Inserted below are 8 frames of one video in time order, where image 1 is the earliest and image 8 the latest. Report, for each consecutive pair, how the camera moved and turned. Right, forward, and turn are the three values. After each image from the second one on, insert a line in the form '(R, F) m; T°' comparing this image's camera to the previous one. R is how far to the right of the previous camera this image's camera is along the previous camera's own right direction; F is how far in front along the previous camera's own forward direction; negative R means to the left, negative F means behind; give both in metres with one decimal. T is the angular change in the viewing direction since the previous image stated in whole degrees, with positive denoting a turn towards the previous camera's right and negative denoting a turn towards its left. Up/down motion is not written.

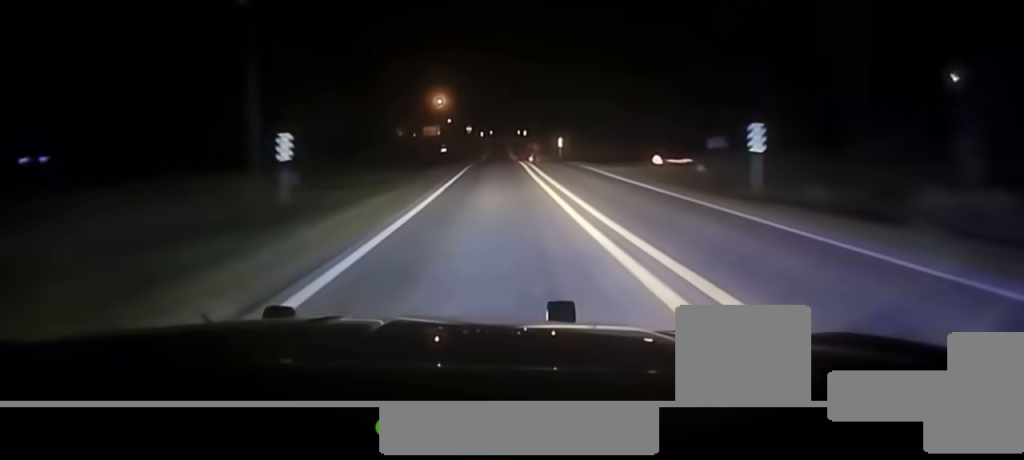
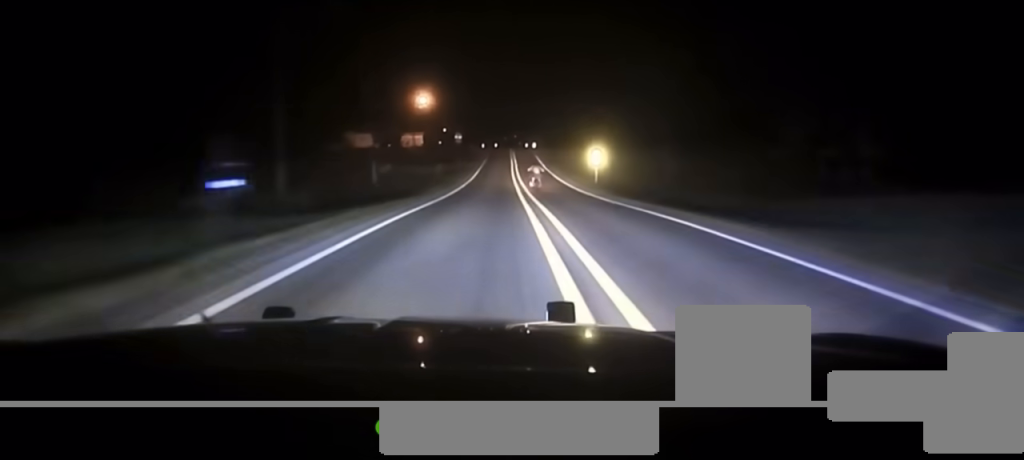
(+0.1, +38.7) m; 0°
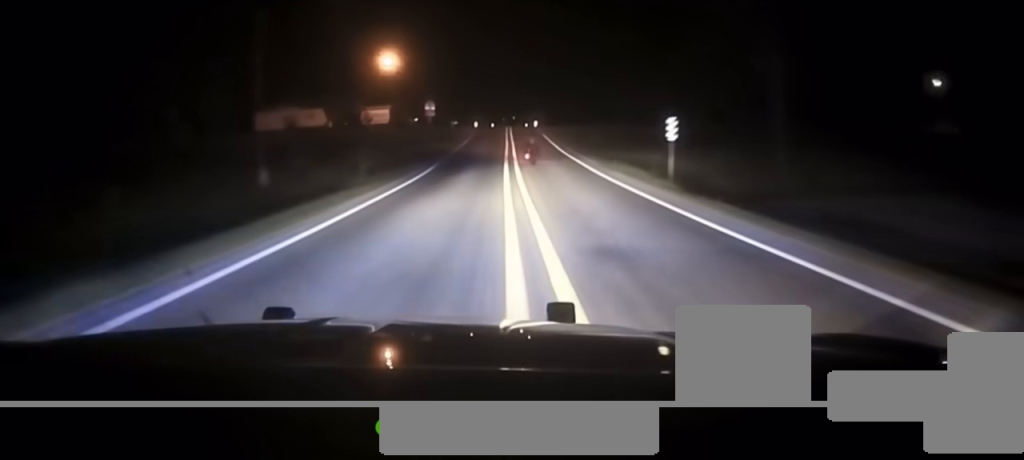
(-0.1, +33.6) m; 0°
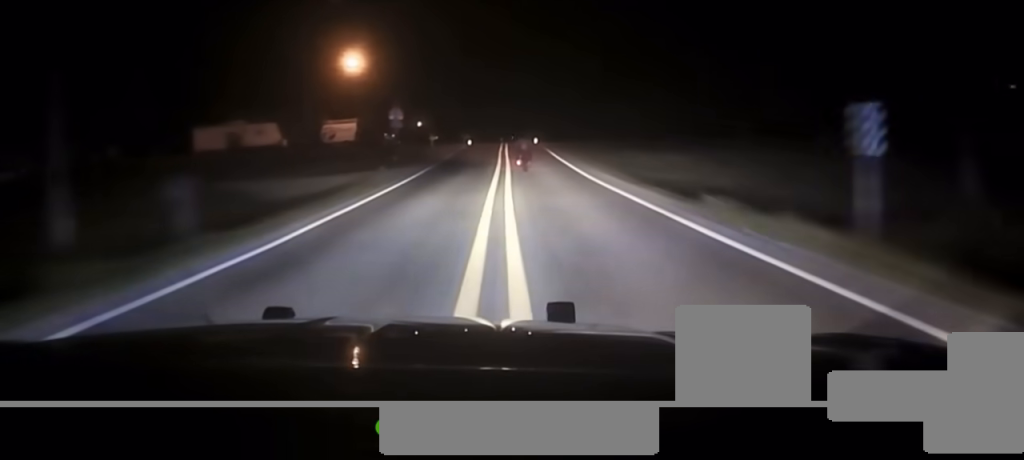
(0.0, +21.0) m; 0°
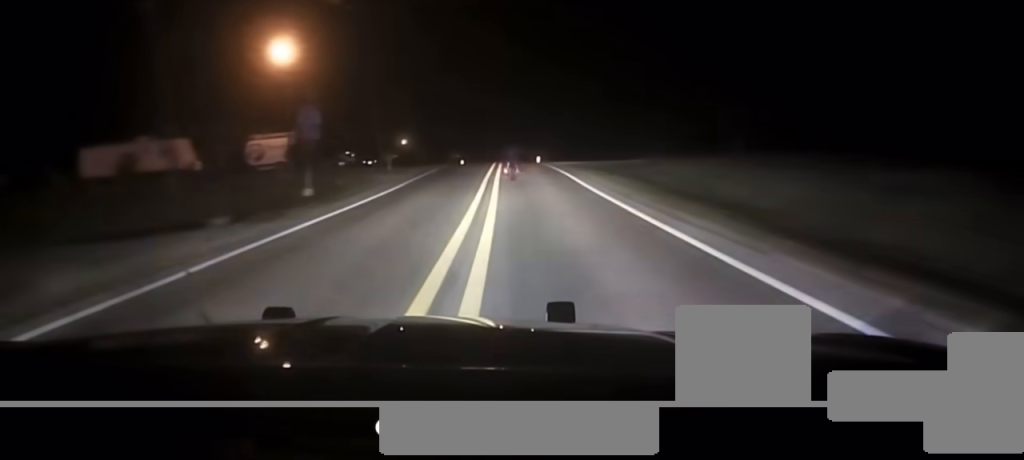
(+0.1, +25.9) m; 0°
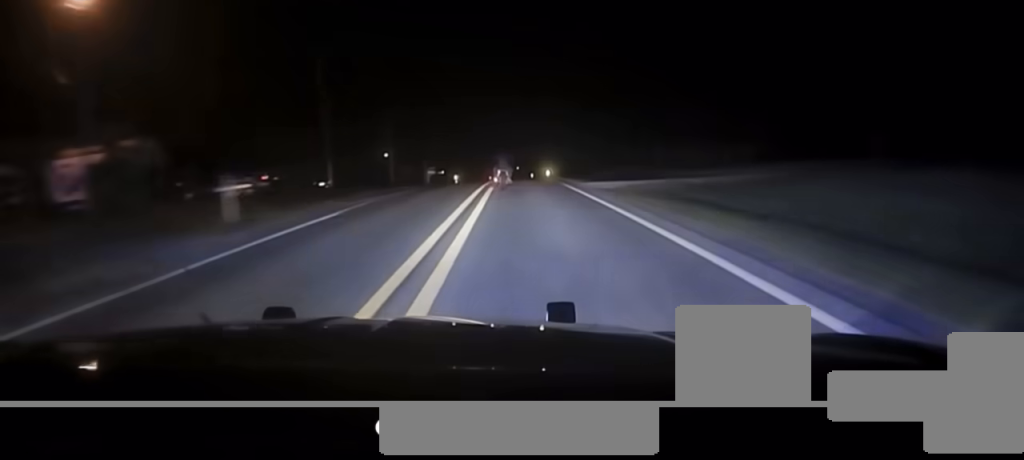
(0.0, +30.0) m; 0°
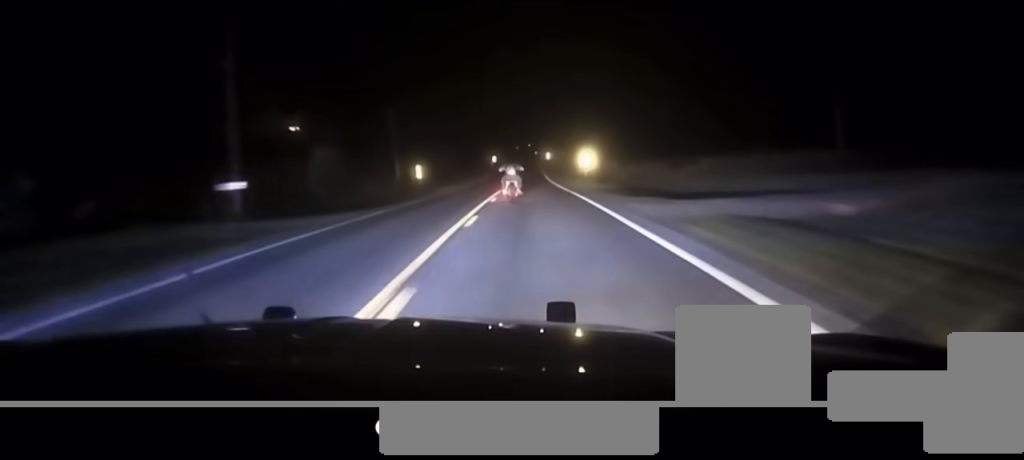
(-0.2, +56.6) m; 0°
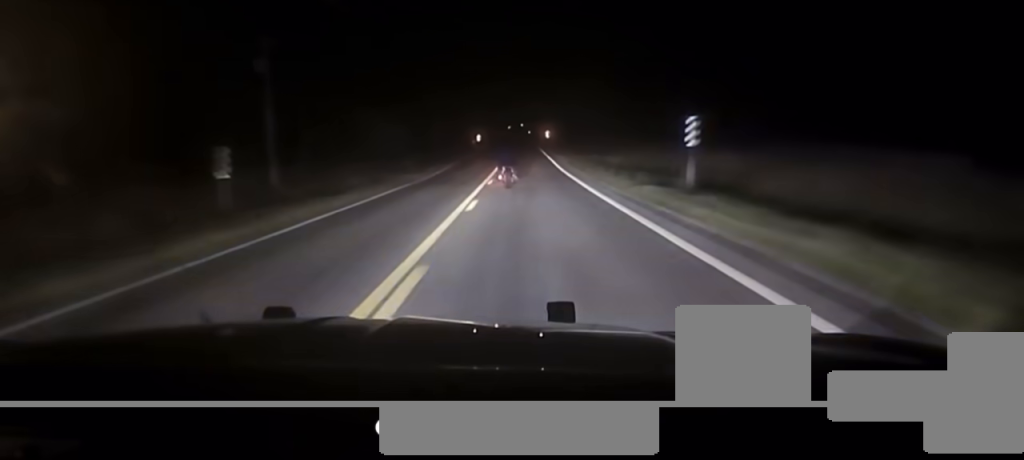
(0.0, +43.2) m; 0°
